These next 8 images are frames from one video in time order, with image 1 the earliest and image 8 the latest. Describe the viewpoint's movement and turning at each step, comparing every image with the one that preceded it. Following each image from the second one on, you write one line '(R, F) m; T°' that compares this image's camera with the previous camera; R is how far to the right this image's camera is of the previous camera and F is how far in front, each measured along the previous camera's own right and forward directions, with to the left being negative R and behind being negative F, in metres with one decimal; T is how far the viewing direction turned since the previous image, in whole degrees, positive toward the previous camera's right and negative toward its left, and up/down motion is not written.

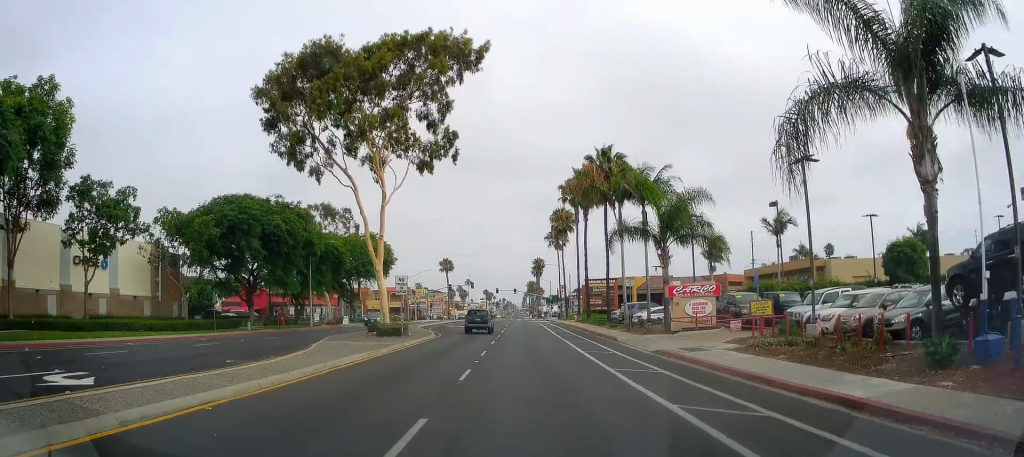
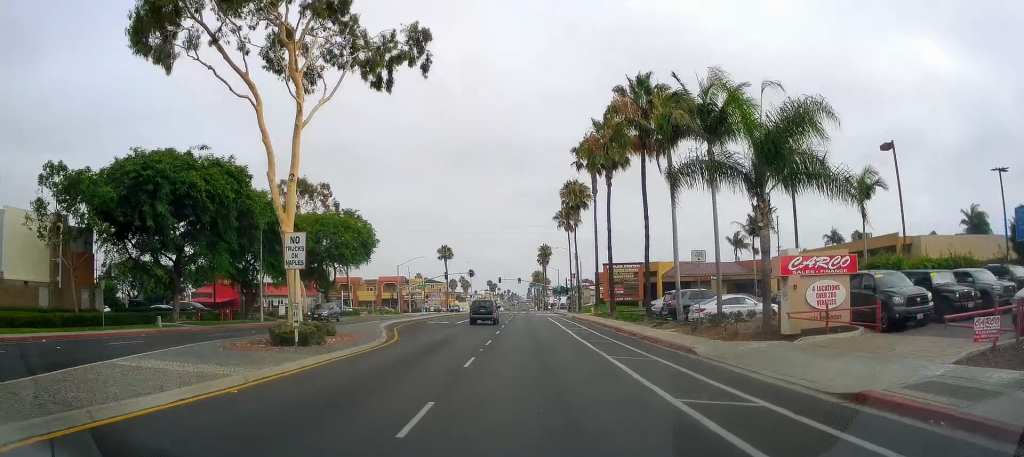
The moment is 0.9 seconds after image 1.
(-0.5, +13.9) m; 0°
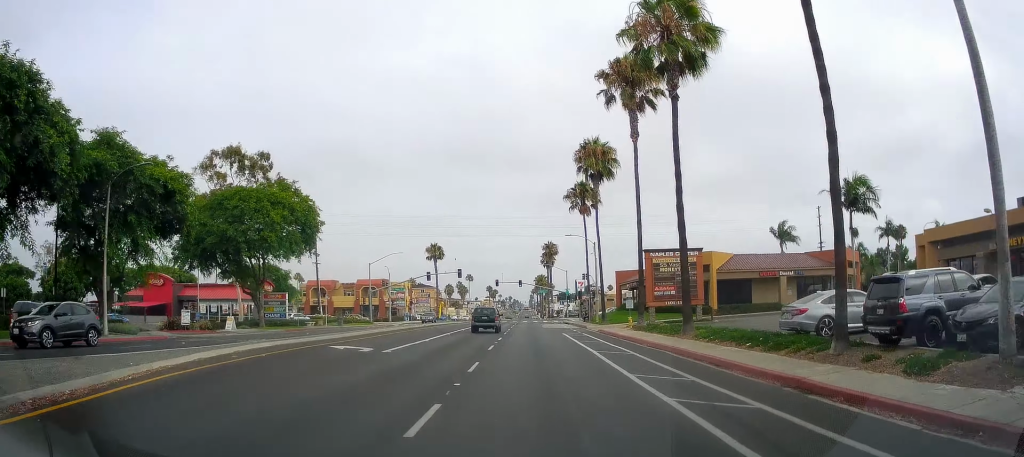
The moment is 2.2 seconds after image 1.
(+0.8, +21.5) m; 0°
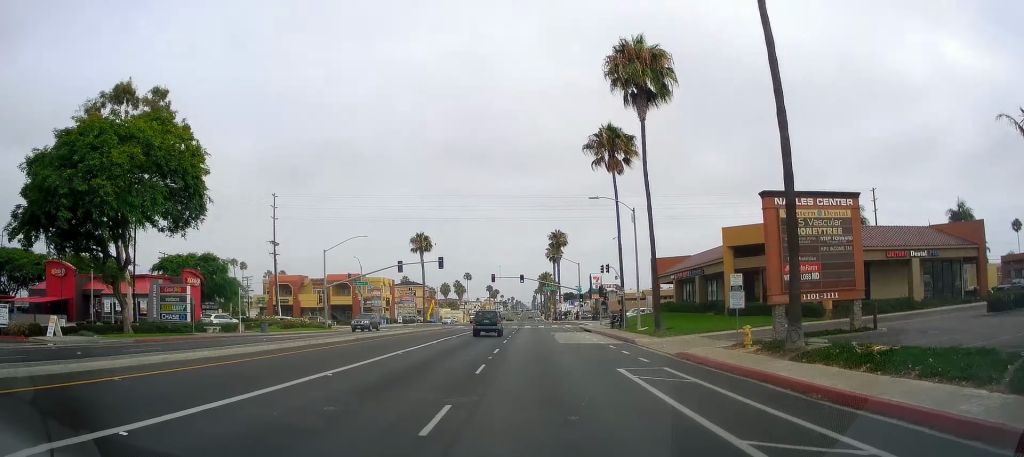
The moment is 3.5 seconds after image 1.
(+0.2, +21.5) m; 0°
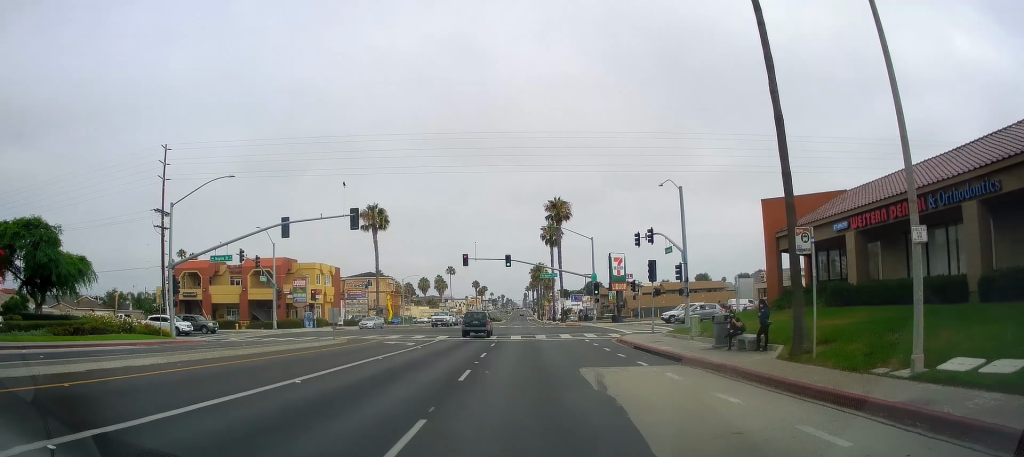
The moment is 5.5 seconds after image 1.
(-0.7, +31.0) m; 0°
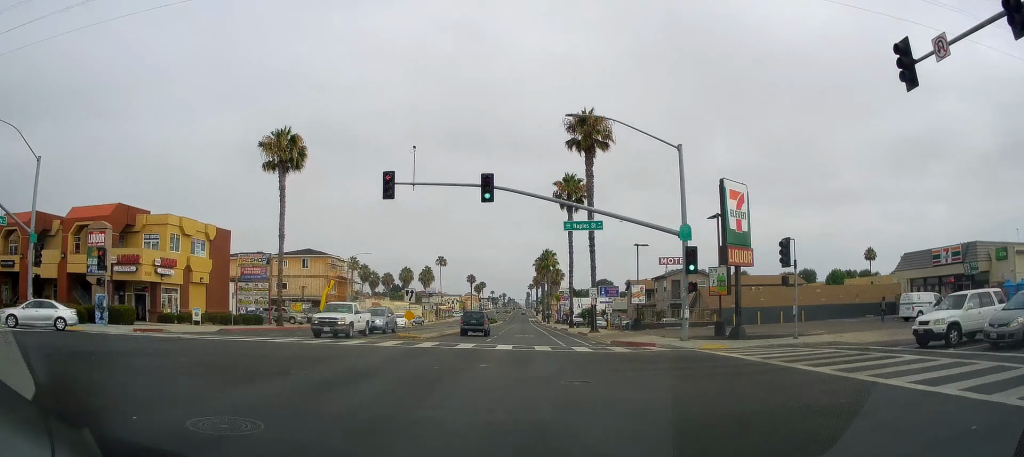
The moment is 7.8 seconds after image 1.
(+0.2, +36.8) m; -1°
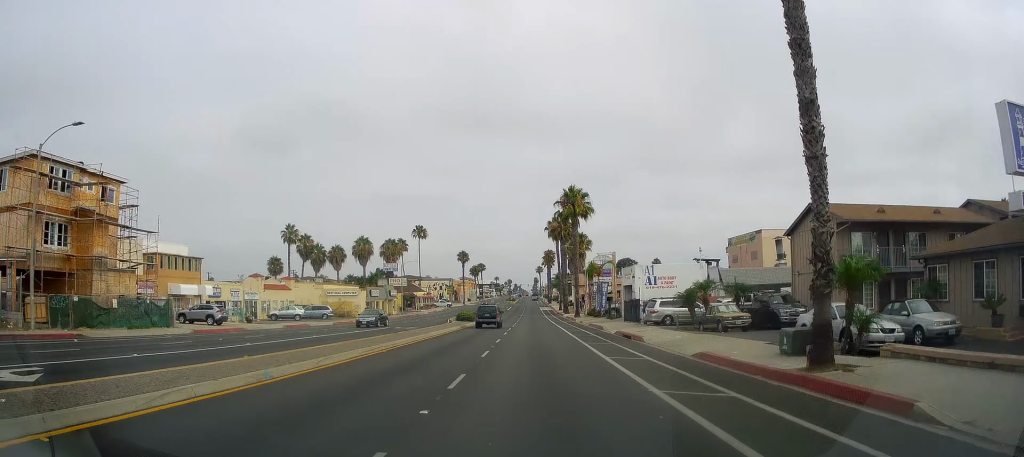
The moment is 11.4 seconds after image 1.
(-0.1, +56.2) m; 0°
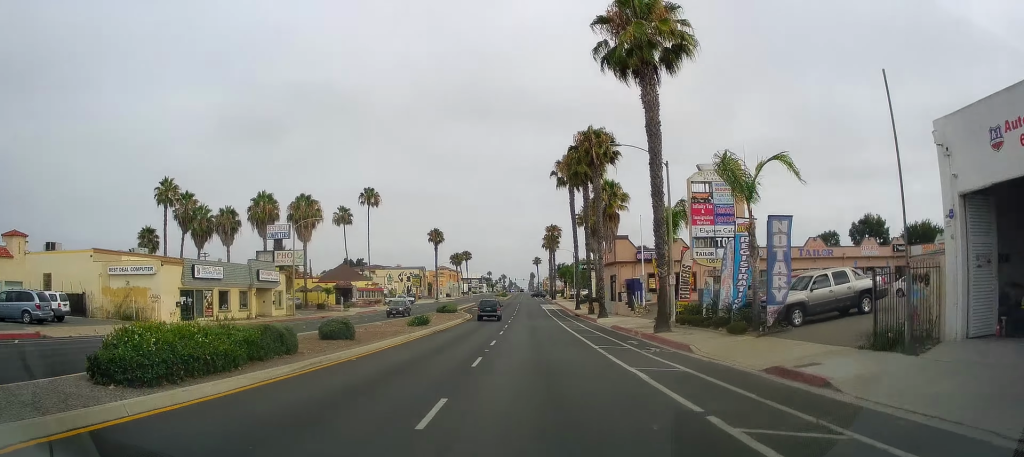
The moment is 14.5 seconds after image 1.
(-0.5, +47.9) m; 0°
